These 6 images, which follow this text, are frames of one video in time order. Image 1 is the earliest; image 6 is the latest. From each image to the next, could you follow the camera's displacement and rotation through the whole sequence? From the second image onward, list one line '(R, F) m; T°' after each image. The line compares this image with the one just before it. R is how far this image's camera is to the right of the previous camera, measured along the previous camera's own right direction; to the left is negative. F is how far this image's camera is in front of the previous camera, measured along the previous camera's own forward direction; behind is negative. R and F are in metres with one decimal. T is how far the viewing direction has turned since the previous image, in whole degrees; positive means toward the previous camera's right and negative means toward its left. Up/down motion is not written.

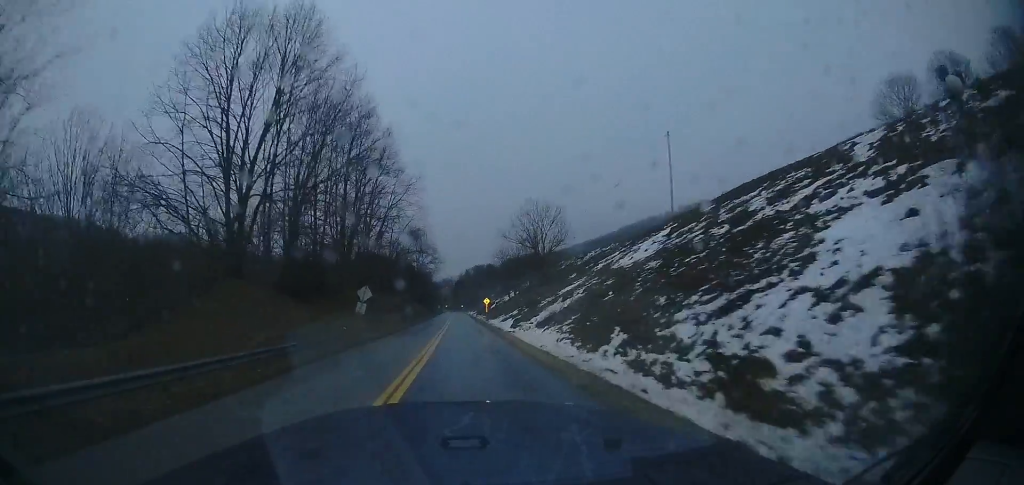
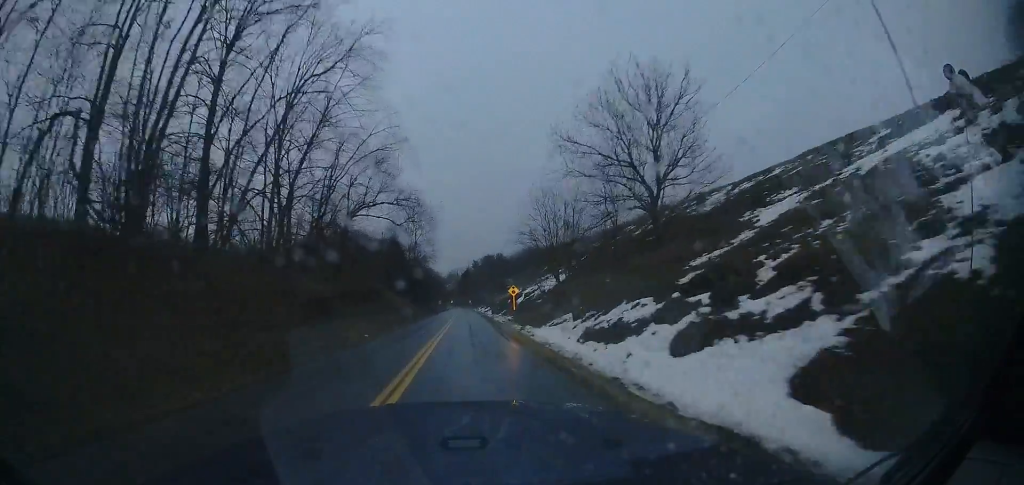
(+0.5, +24.9) m; +1°
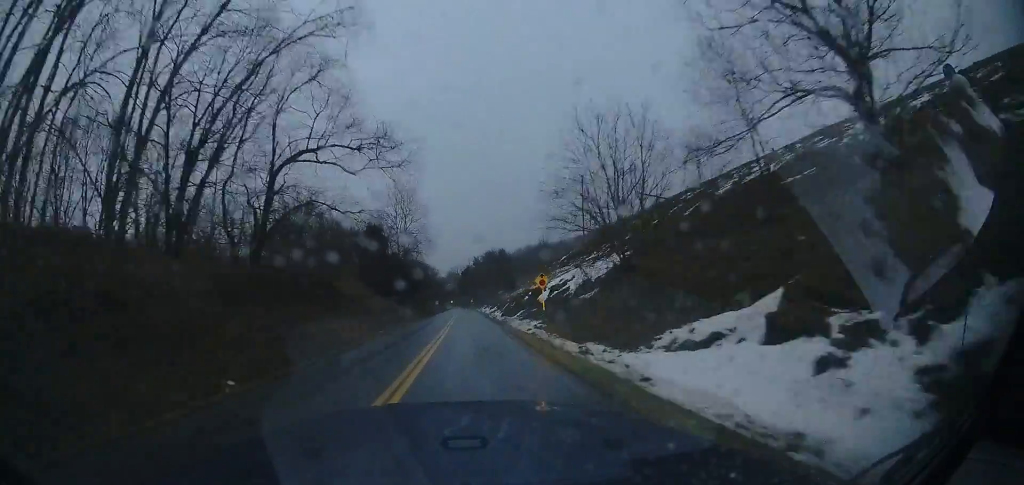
(0.0, +12.0) m; 0°
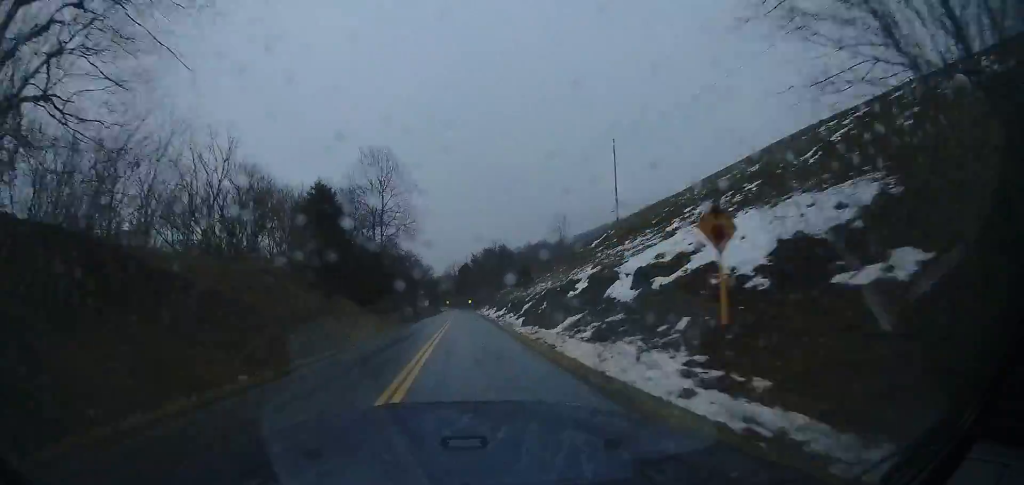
(+0.1, +14.8) m; -1°
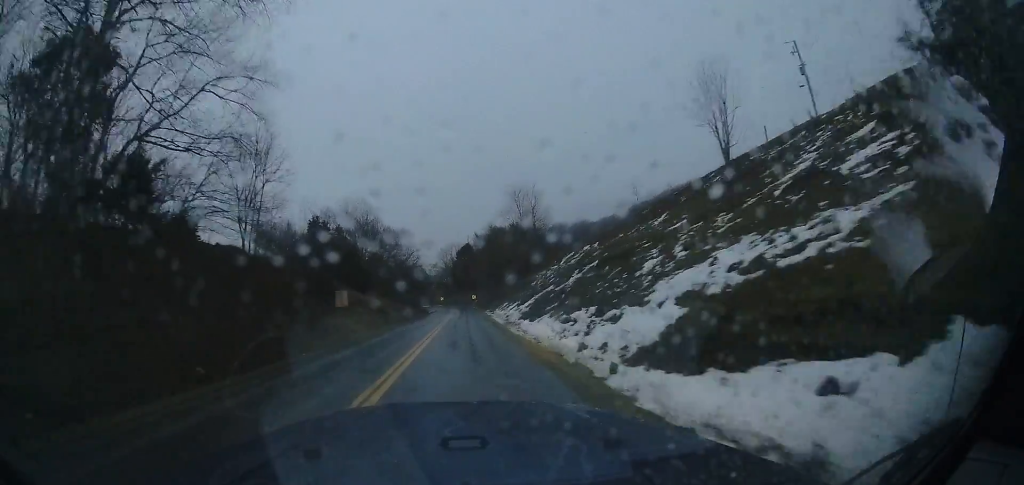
(-1.2, +38.7) m; -1°
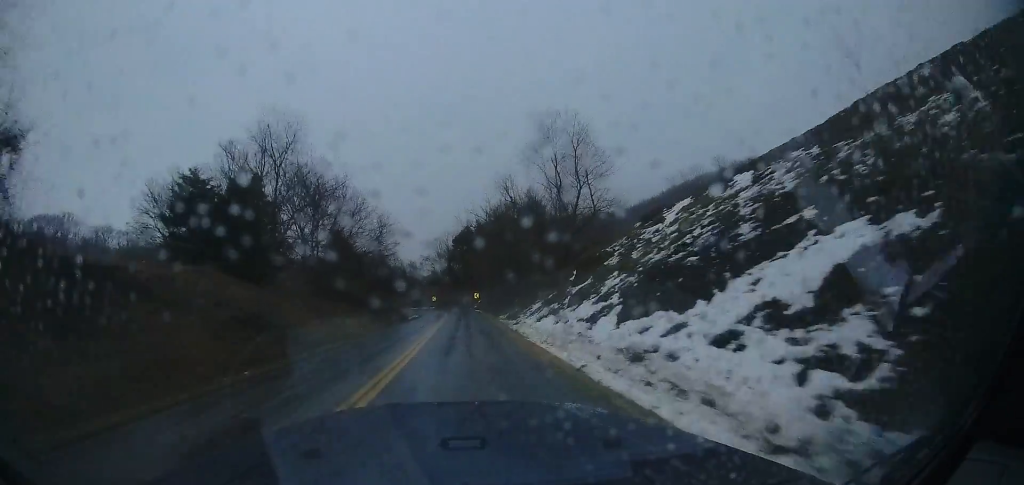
(+0.8, +20.8) m; +2°
